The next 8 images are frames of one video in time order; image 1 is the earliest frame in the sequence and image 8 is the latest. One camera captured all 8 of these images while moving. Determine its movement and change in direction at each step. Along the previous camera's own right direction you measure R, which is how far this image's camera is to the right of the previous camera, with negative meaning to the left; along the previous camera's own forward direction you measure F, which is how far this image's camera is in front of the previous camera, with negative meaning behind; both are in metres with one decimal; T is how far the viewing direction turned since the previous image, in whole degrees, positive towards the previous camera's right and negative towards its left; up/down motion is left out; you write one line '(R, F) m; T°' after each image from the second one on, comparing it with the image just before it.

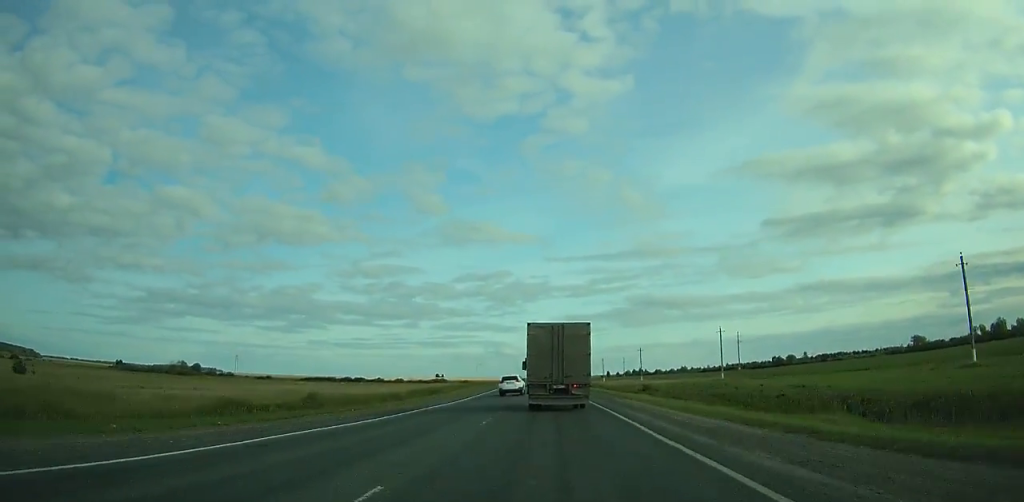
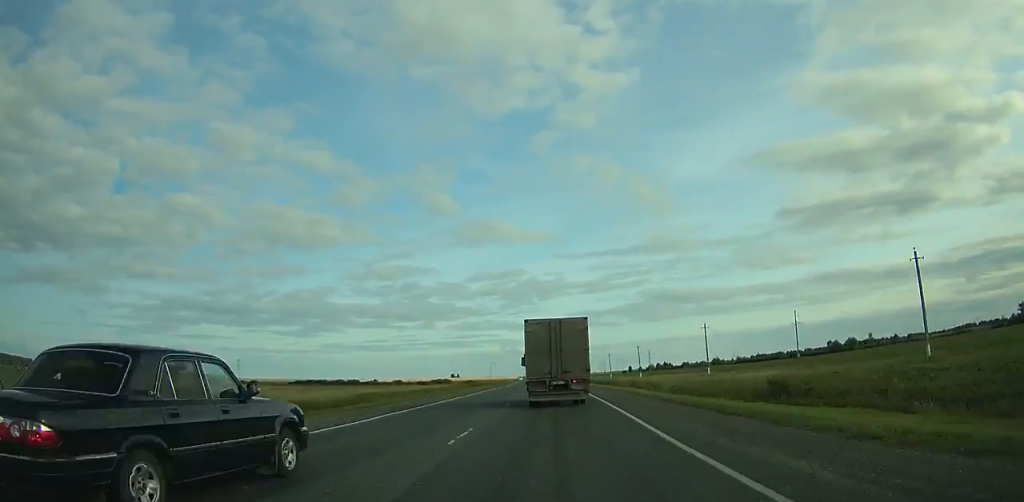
(-1.0, +54.1) m; -2°
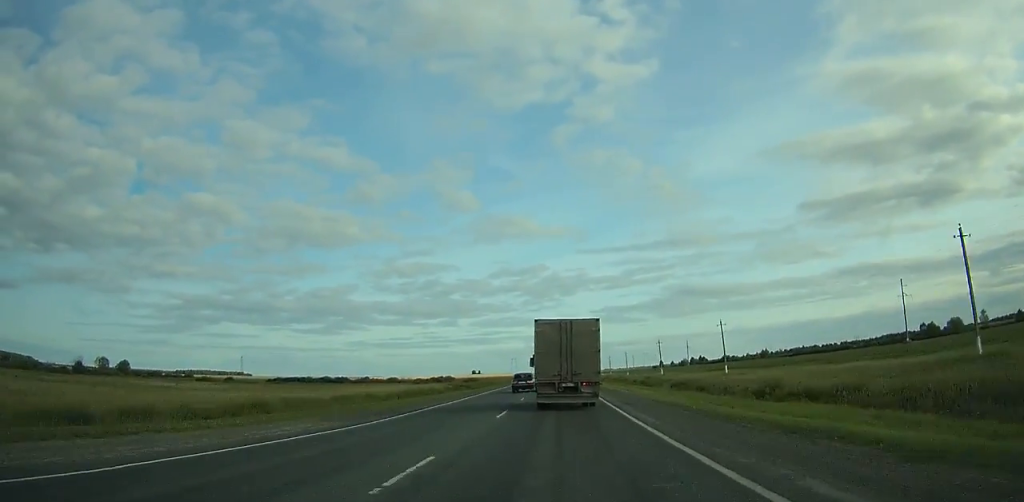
(-1.4, +65.6) m; -2°
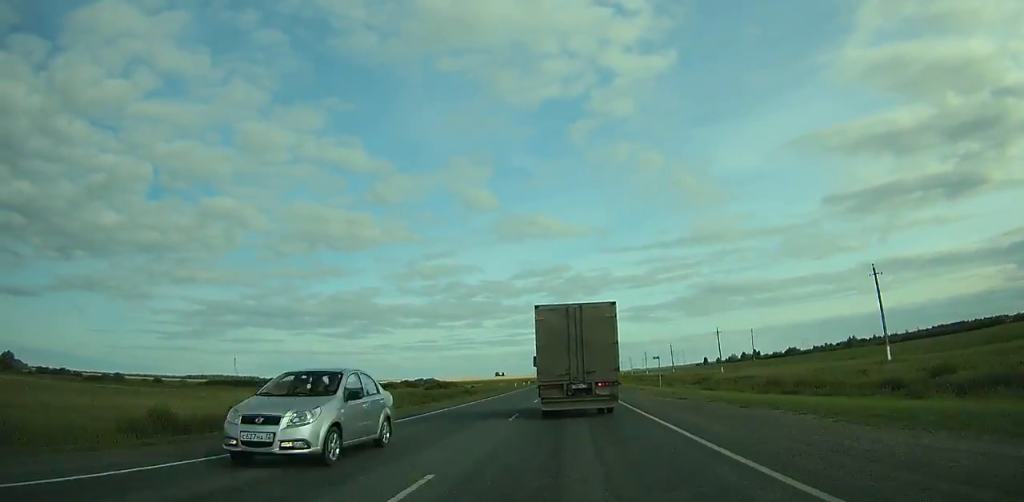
(-2.1, +97.5) m; -2°
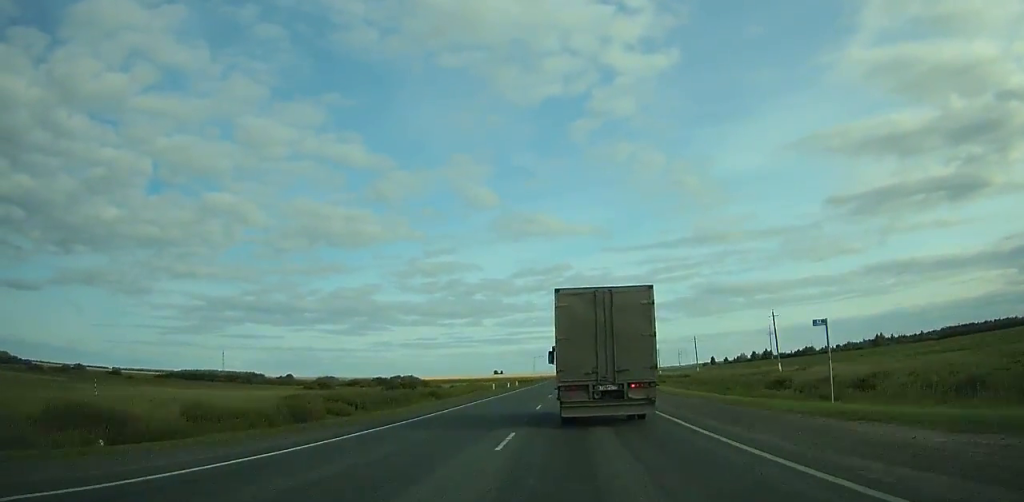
(-0.3, +31.8) m; 0°
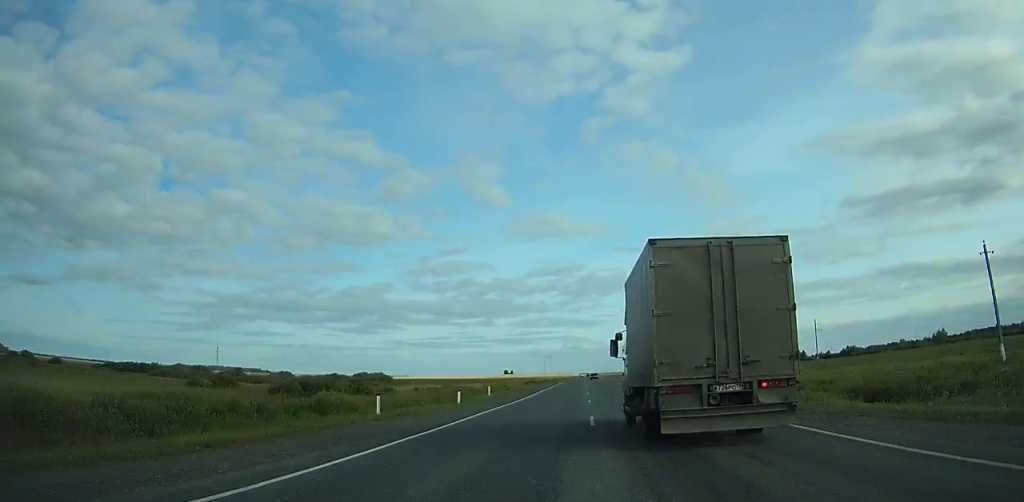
(-0.2, +44.1) m; -1°
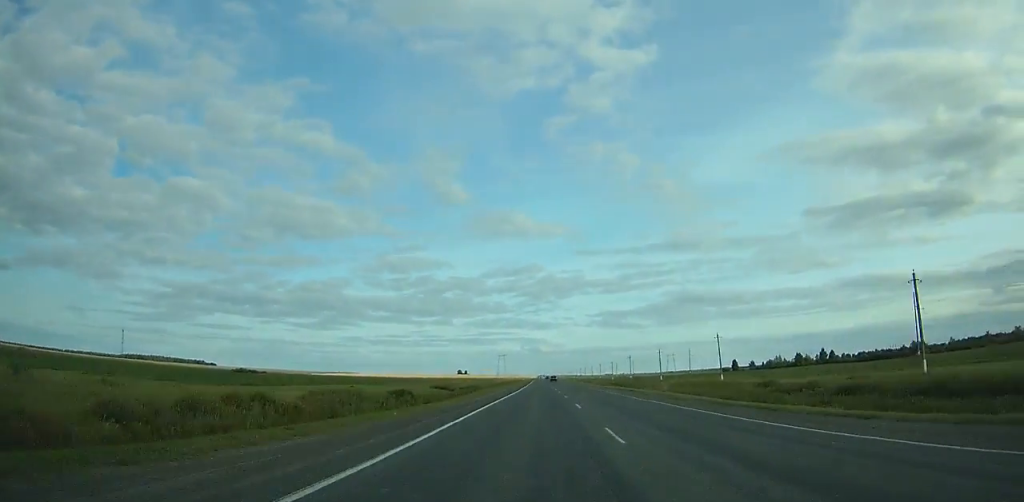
(+1.1, +110.2) m; +2°
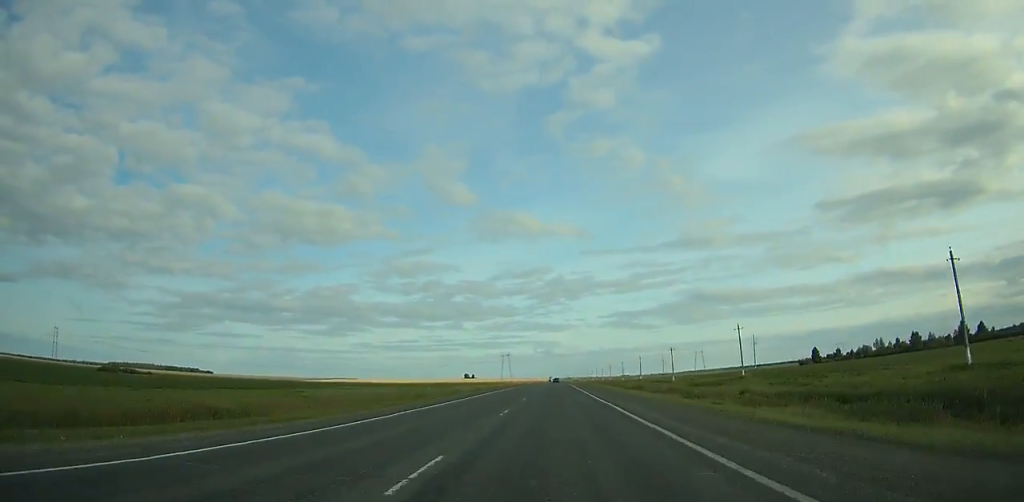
(+1.6, +122.5) m; 0°
